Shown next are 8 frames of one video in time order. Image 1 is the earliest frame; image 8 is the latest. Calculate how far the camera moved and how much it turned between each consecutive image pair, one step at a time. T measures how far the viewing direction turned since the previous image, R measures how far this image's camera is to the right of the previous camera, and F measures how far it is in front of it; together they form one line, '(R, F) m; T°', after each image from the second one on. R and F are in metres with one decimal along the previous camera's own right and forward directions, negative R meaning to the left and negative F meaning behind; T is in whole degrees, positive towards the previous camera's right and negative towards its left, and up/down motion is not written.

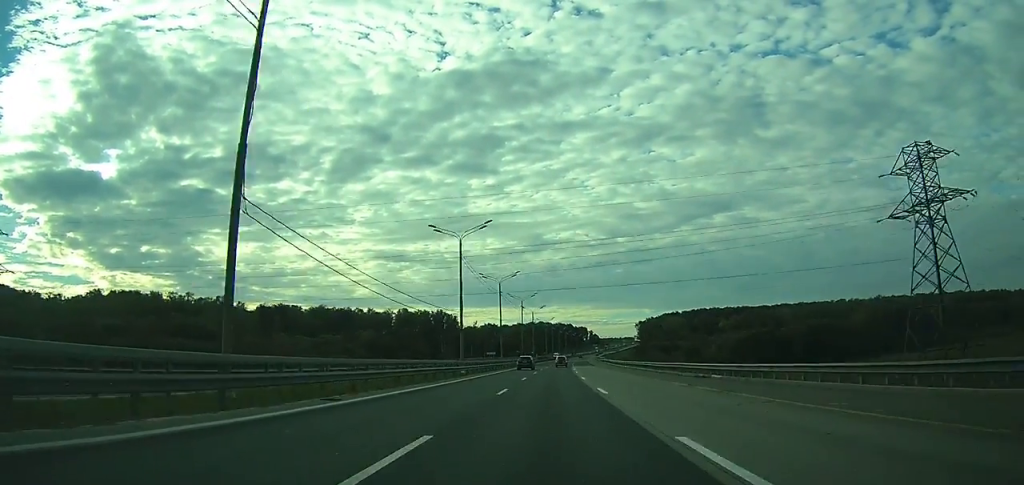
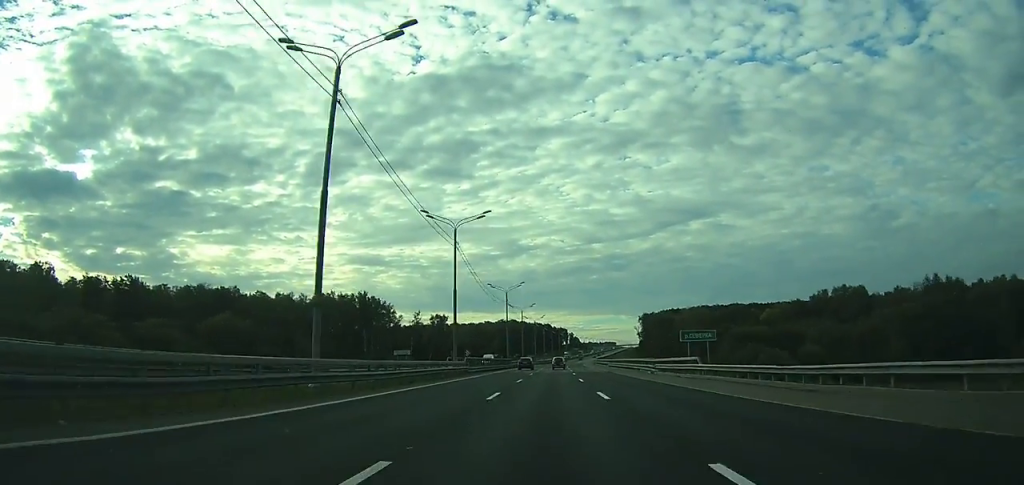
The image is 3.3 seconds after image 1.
(+1.9, +96.0) m; +2°
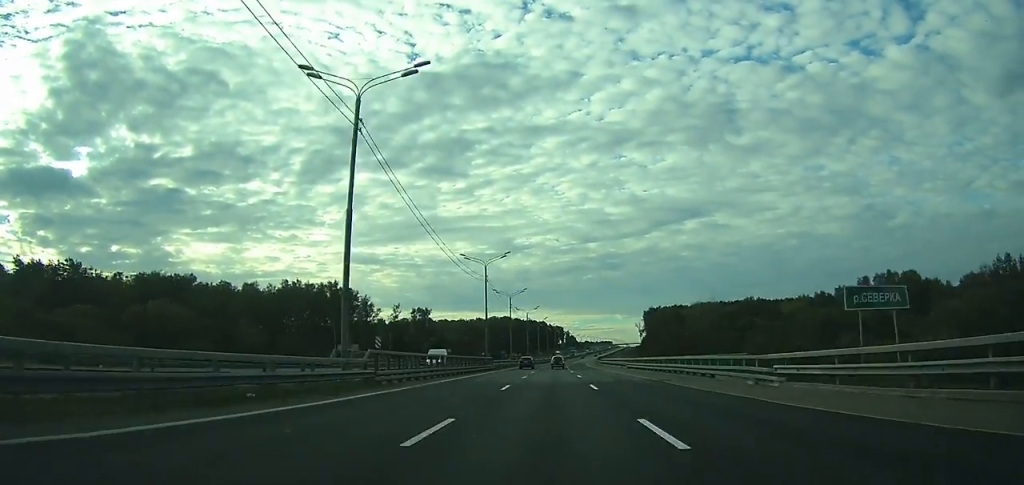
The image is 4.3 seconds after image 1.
(+0.1, +26.2) m; 0°
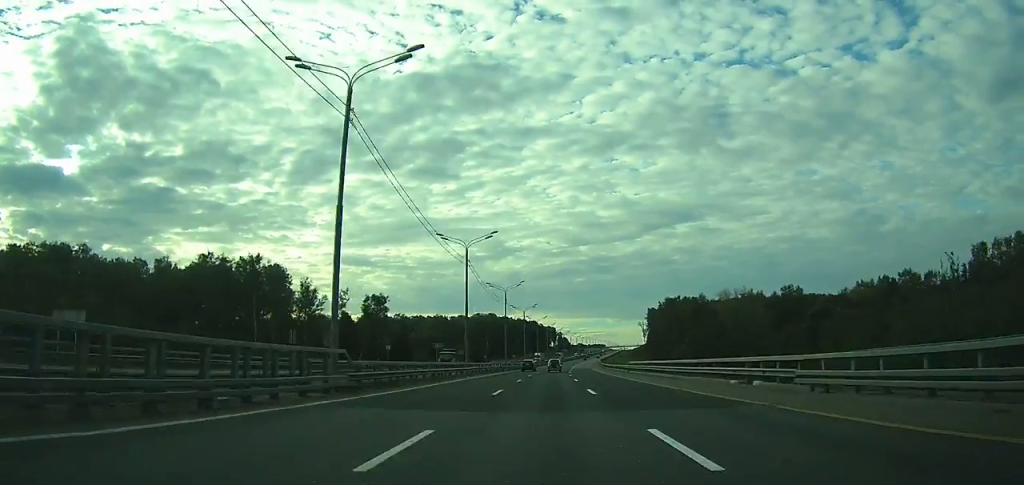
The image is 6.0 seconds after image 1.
(+0.2, +50.3) m; +1°
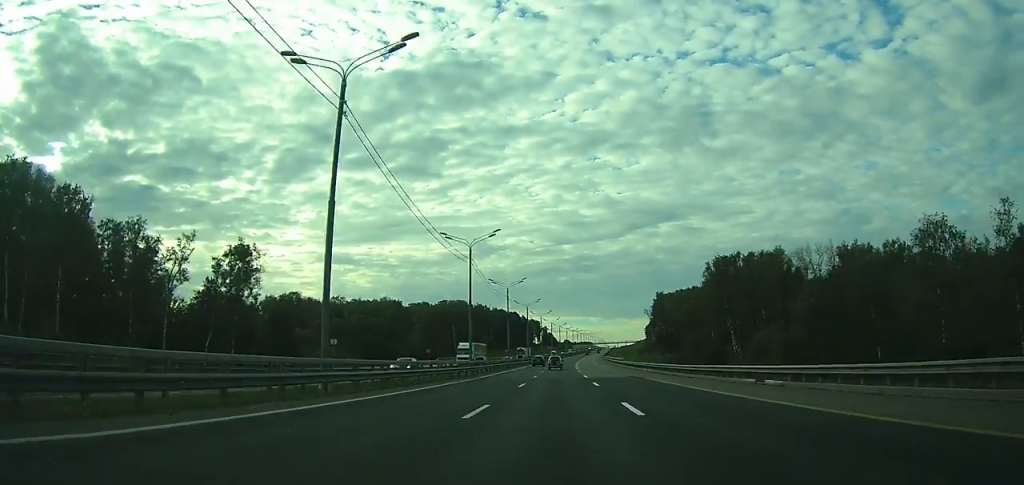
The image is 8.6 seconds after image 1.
(+1.0, +75.6) m; +1°
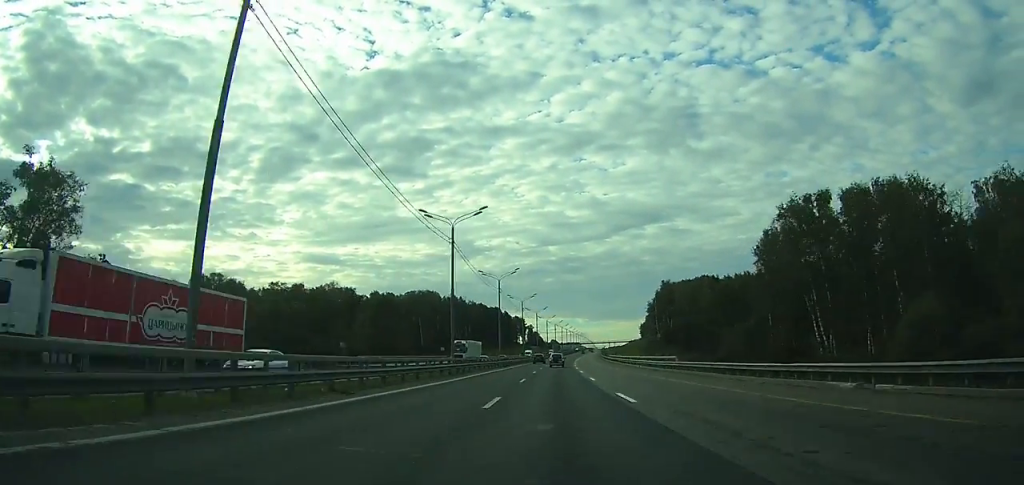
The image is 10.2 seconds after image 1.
(+0.3, +48.5) m; +1°
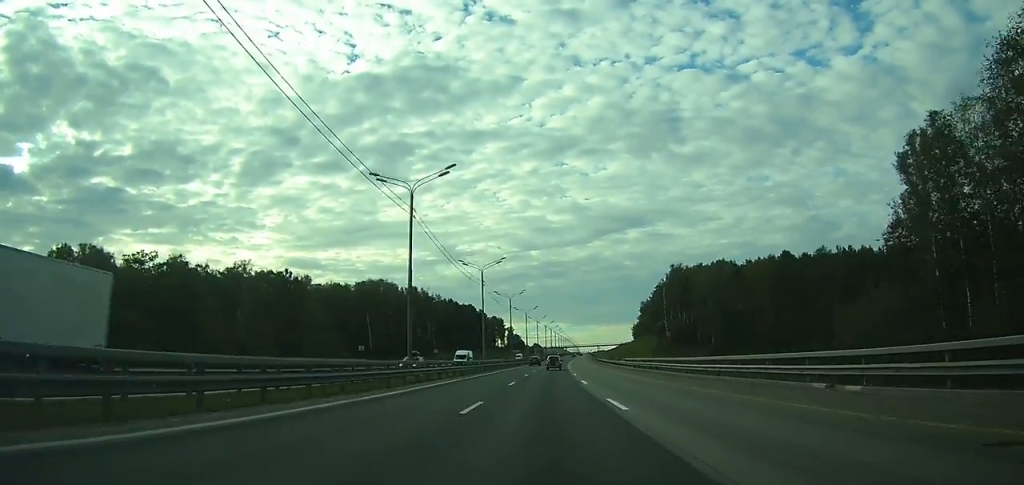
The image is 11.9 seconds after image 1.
(+0.7, +51.2) m; +1°
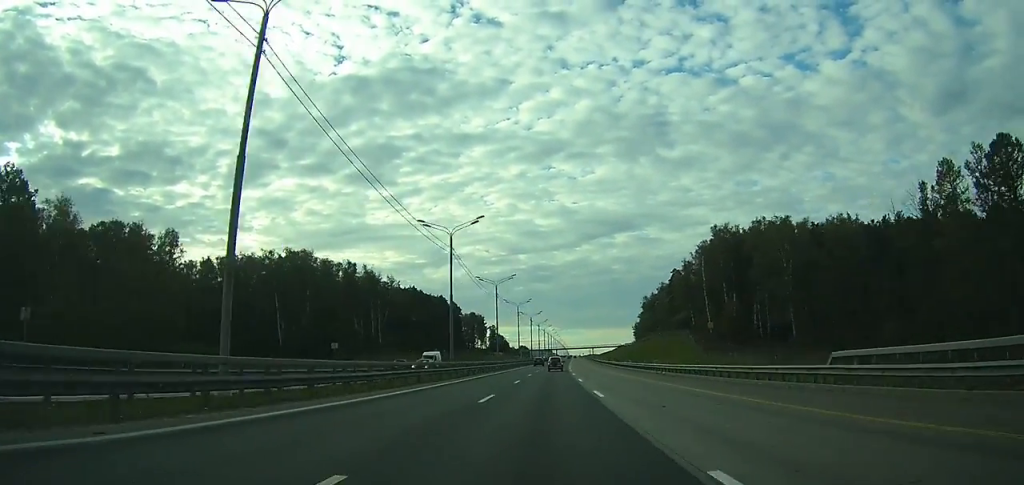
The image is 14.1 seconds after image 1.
(+0.8, +60.2) m; +1°
